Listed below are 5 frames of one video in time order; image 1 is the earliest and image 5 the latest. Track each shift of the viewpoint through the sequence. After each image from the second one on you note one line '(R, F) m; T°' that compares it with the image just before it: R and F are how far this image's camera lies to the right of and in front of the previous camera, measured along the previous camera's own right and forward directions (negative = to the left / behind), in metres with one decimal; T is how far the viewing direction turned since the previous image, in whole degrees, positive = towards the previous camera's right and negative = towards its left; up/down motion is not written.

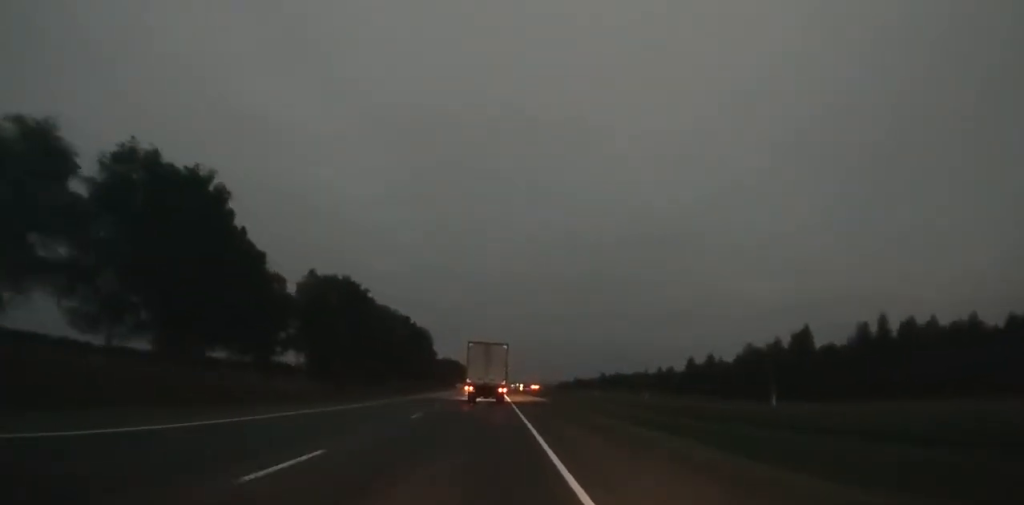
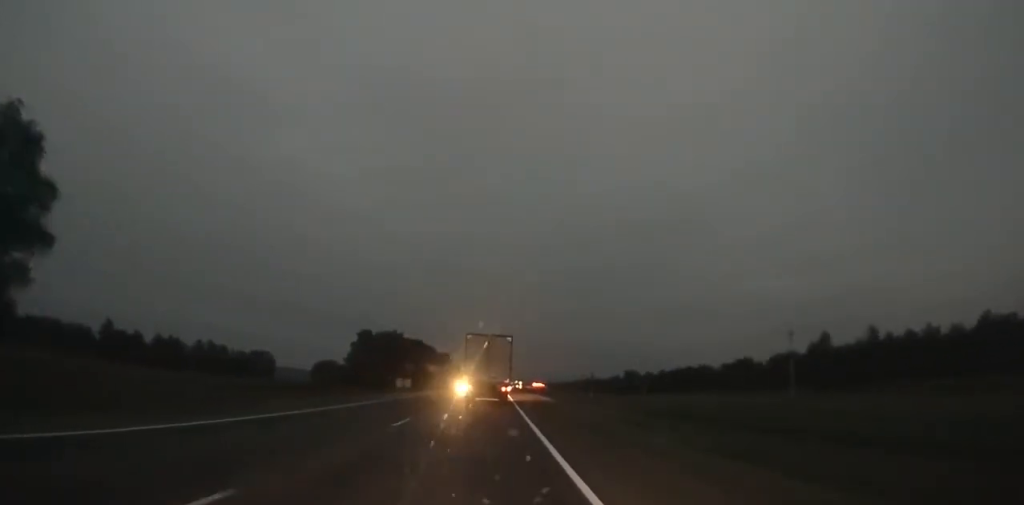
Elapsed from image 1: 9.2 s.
(-0.4, +204.8) m; 0°
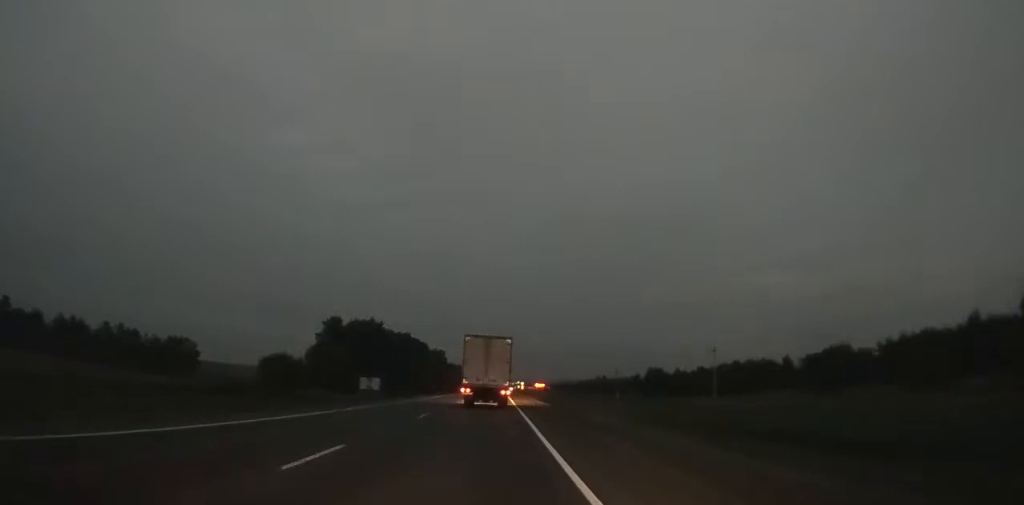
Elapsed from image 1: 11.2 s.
(+0.4, +44.2) m; 0°
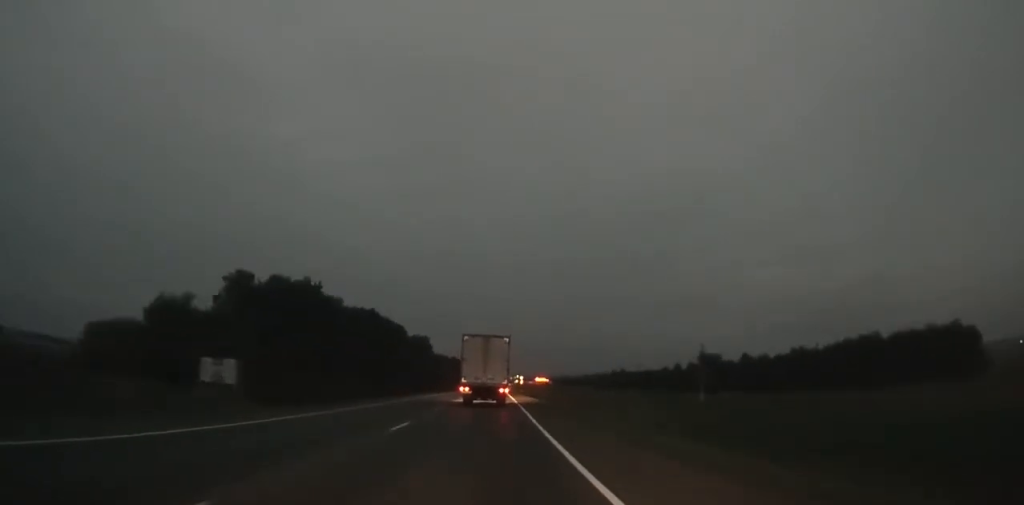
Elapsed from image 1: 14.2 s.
(+0.2, +66.0) m; 0°
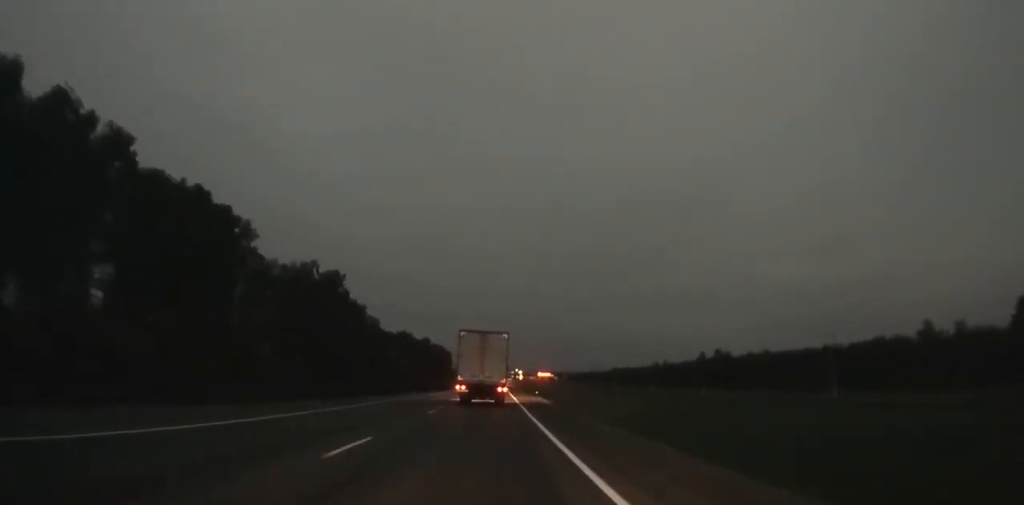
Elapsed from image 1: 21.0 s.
(+0.4, +149.5) m; +1°
